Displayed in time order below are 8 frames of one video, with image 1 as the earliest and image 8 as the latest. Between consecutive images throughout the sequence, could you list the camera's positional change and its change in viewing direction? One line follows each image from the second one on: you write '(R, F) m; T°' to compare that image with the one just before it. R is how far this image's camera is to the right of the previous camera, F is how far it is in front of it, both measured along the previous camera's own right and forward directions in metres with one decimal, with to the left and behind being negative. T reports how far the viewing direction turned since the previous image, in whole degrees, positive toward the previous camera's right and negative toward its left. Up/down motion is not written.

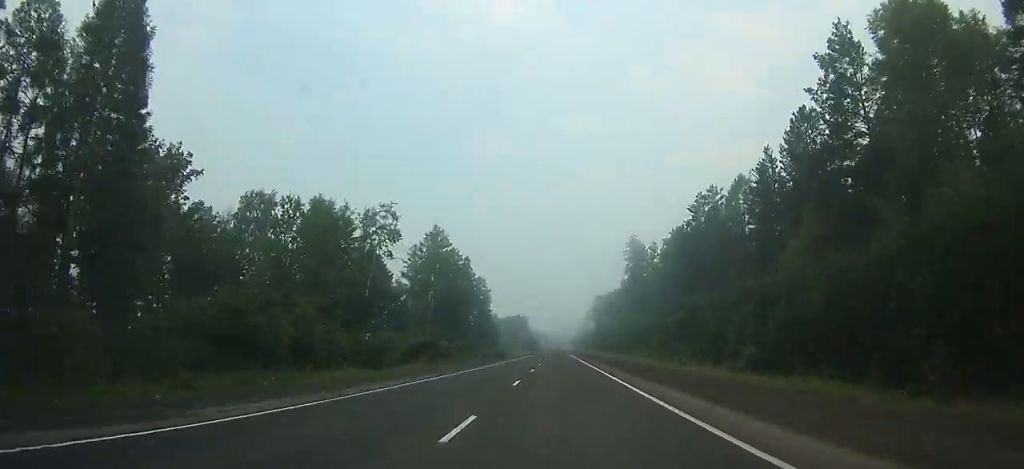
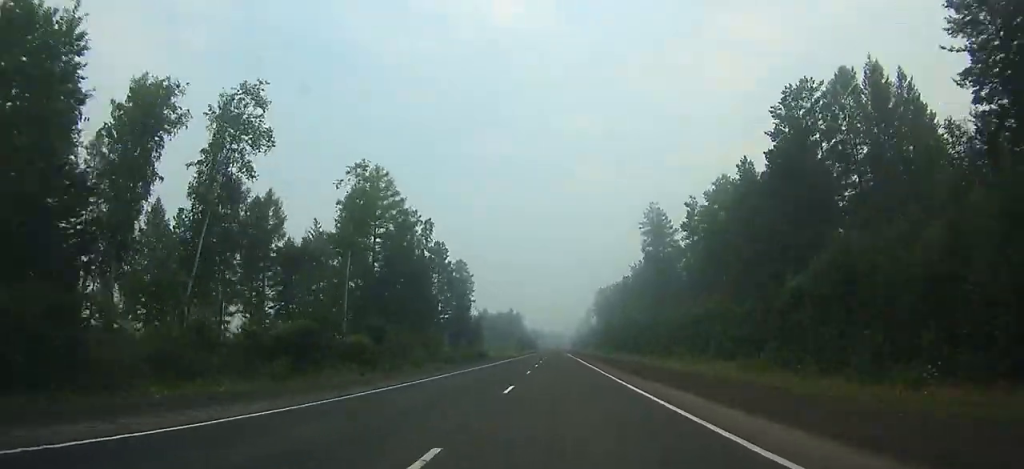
(+0.1, +39.0) m; 0°
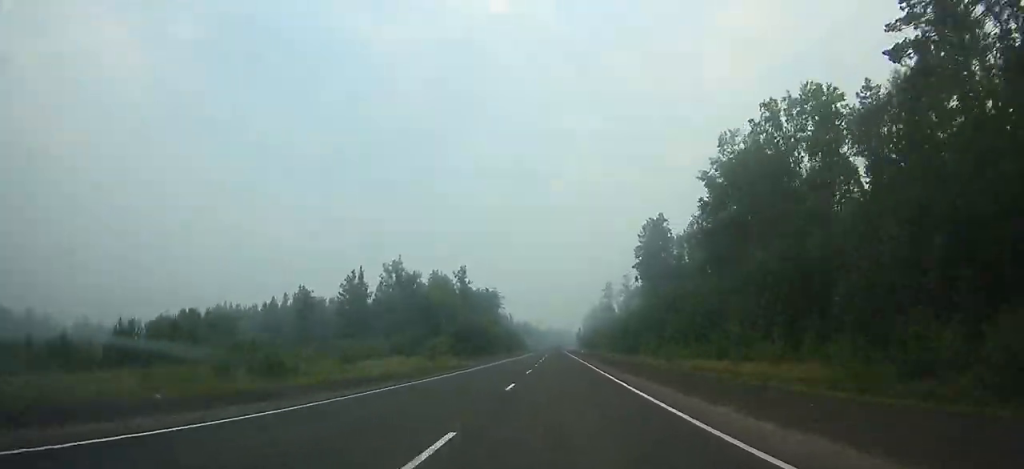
(+0.2, +164.4) m; 0°
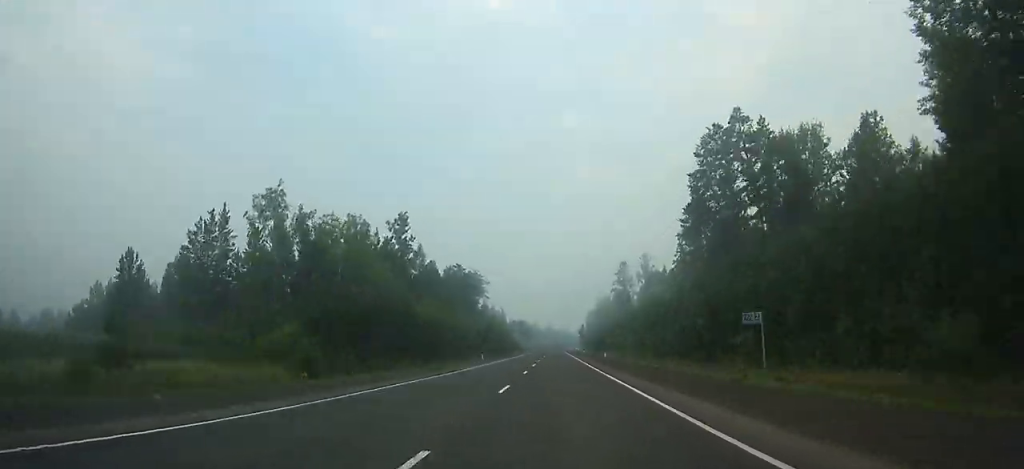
(+0.1, +59.2) m; 0°
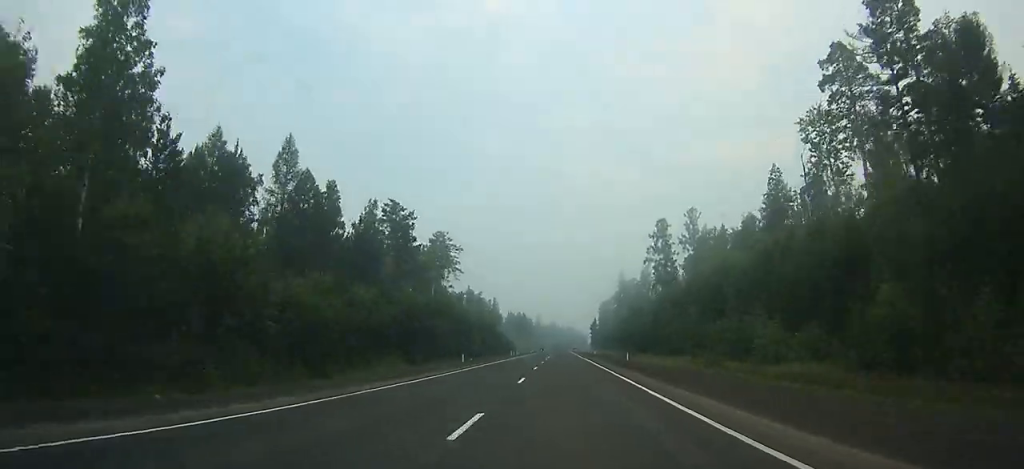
(0.0, +69.0) m; 0°
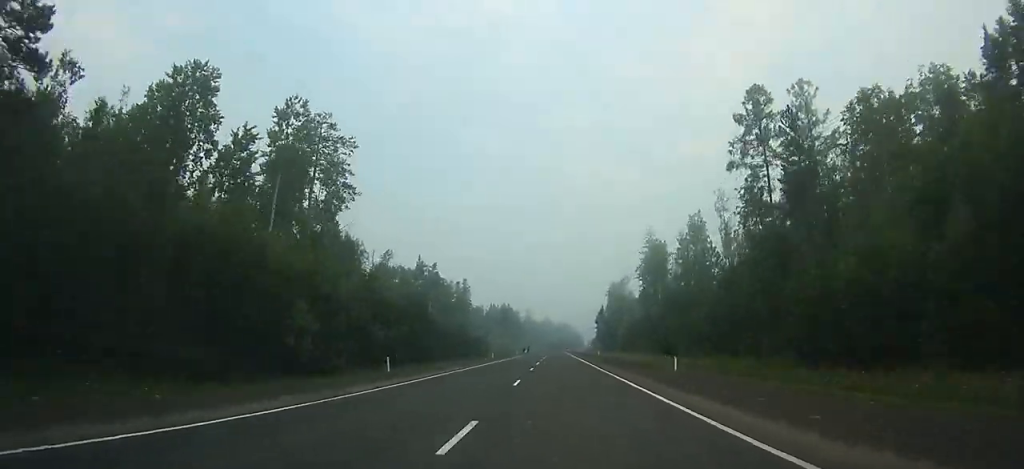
(0.0, +74.5) m; 0°
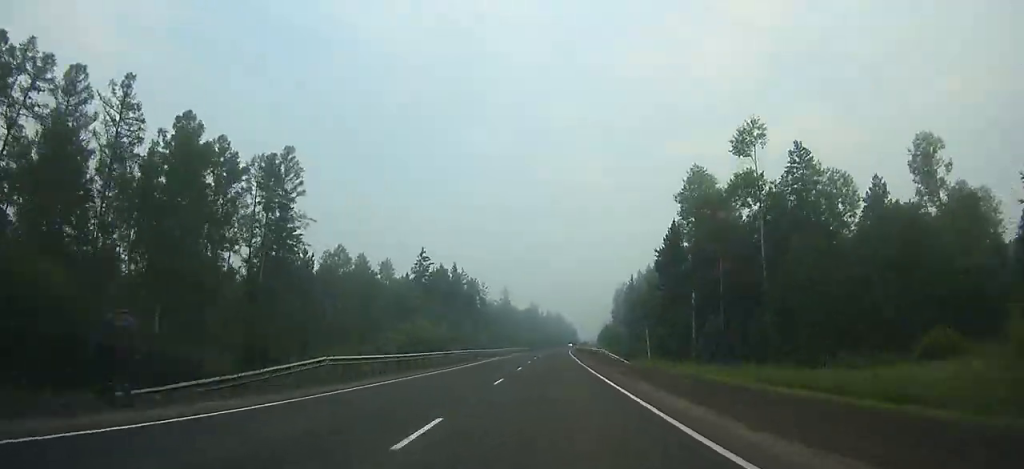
(+0.6, +132.7) m; +1°
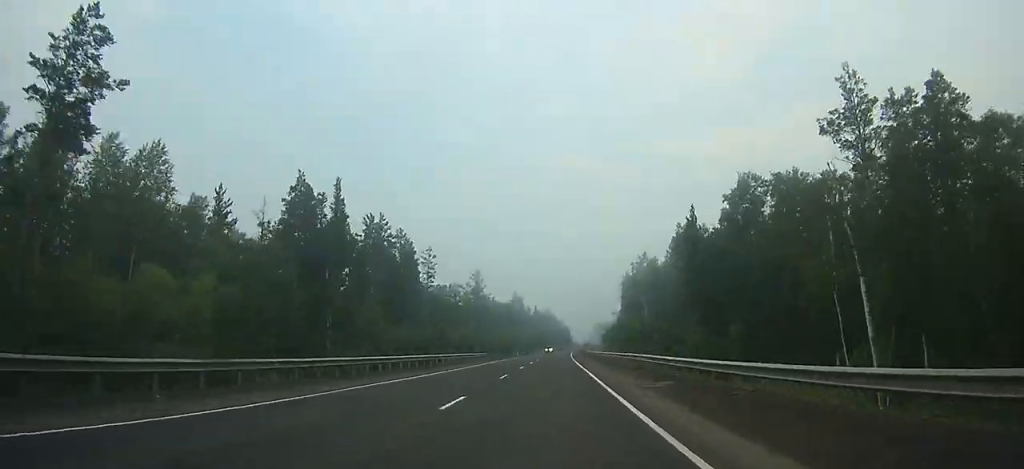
(+0.6, +77.4) m; +1°
